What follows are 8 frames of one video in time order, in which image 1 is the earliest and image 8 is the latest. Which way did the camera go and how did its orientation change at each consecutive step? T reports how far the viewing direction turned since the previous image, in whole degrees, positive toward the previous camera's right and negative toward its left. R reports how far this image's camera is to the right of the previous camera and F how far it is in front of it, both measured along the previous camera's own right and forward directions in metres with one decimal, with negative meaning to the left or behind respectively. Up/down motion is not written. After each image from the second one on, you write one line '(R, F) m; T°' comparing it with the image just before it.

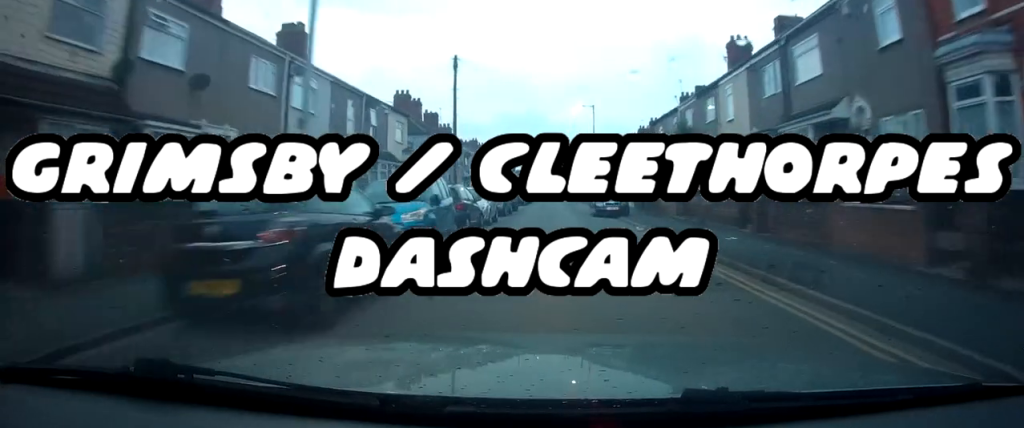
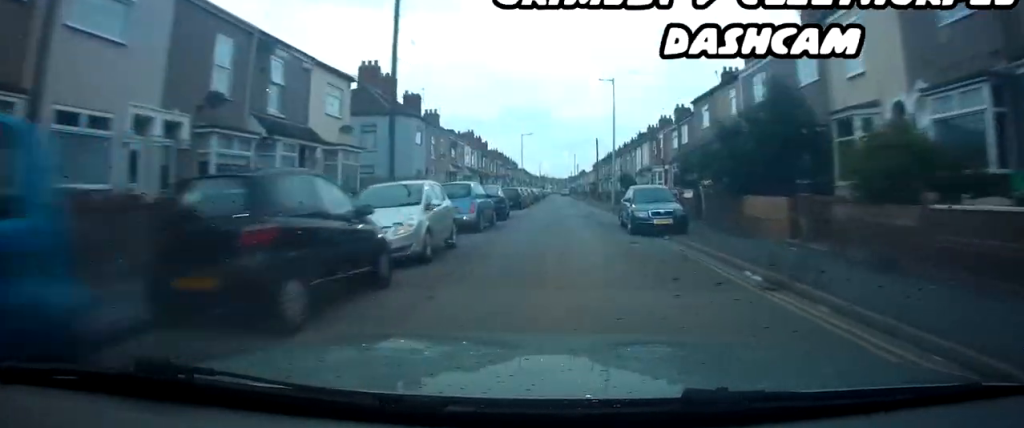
(0.0, +11.7) m; 0°
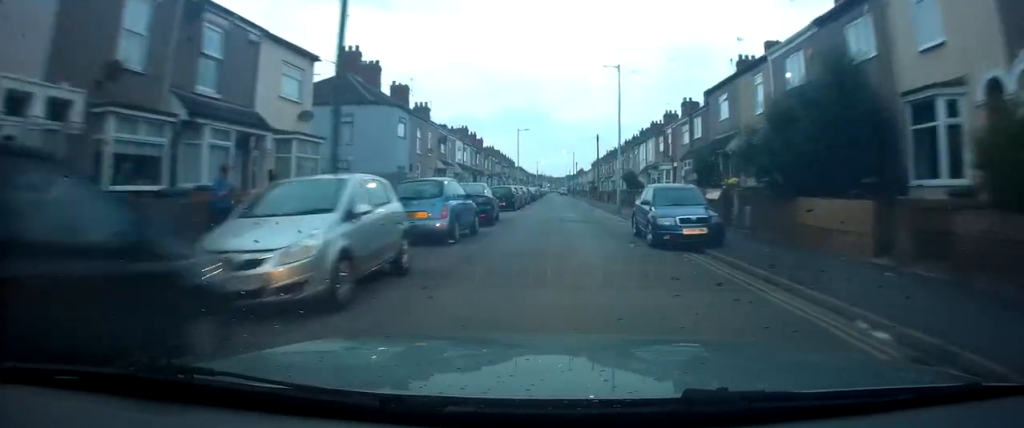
(0.0, +3.9) m; 0°
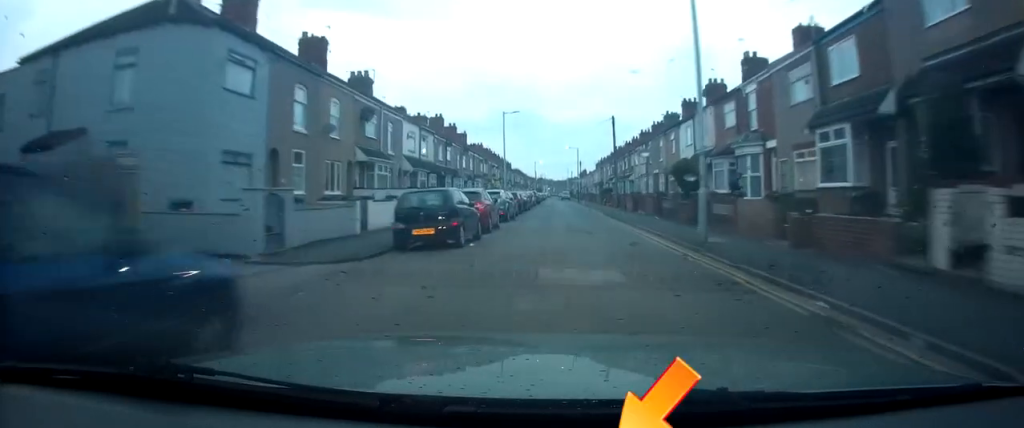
(0.0, +18.0) m; 0°
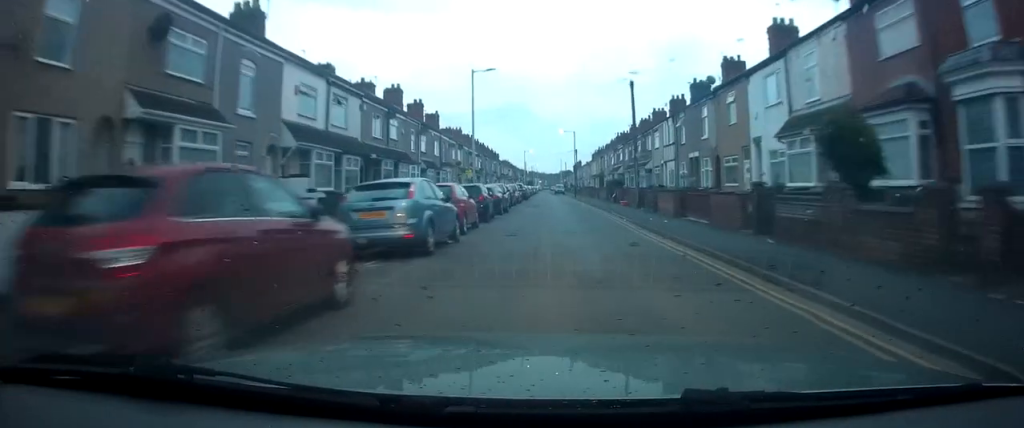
(+0.1, +15.1) m; -1°
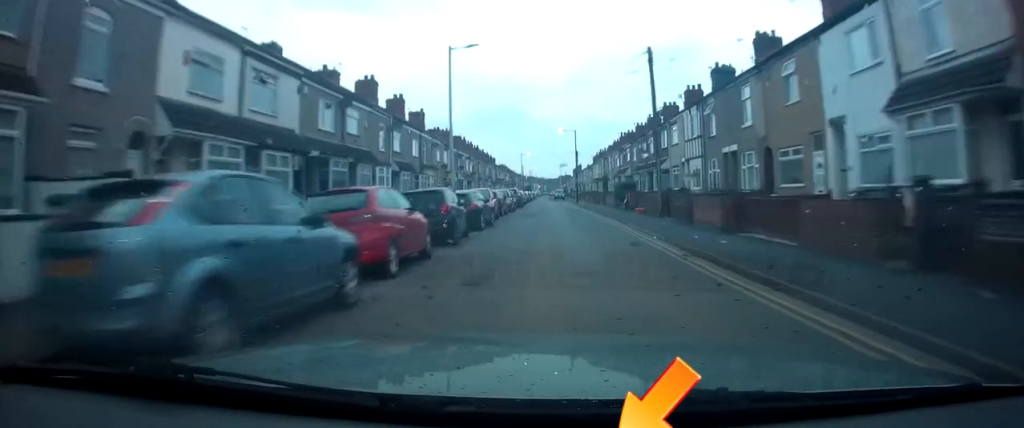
(-0.1, +6.9) m; -1°
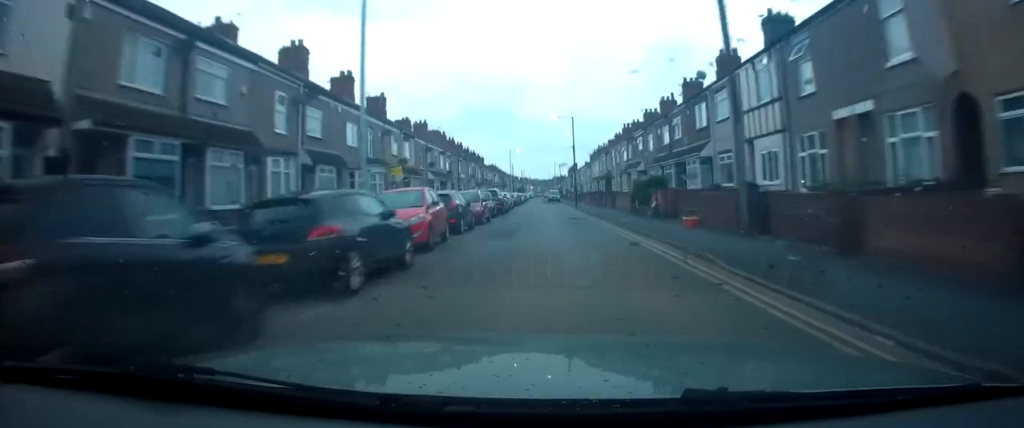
(-0.2, +11.5) m; -1°
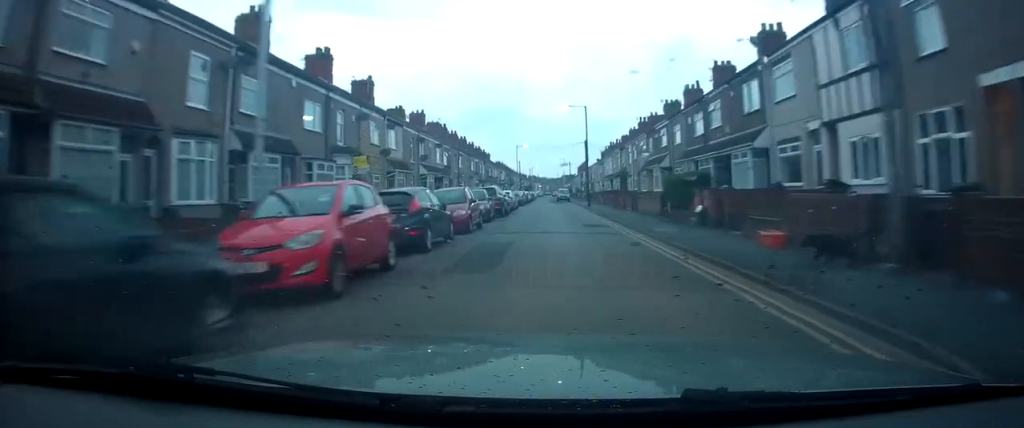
(0.0, +5.9) m; 0°
